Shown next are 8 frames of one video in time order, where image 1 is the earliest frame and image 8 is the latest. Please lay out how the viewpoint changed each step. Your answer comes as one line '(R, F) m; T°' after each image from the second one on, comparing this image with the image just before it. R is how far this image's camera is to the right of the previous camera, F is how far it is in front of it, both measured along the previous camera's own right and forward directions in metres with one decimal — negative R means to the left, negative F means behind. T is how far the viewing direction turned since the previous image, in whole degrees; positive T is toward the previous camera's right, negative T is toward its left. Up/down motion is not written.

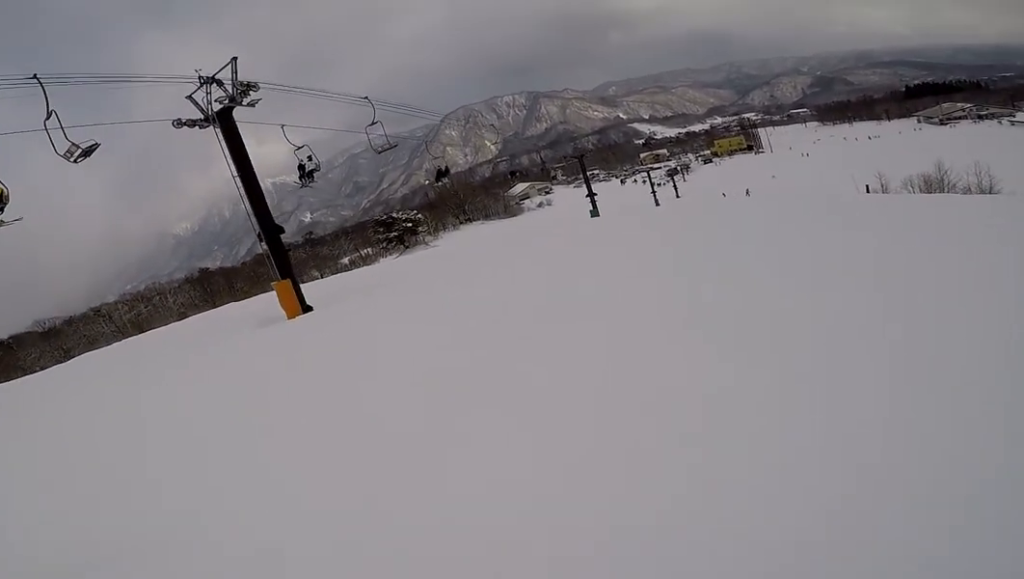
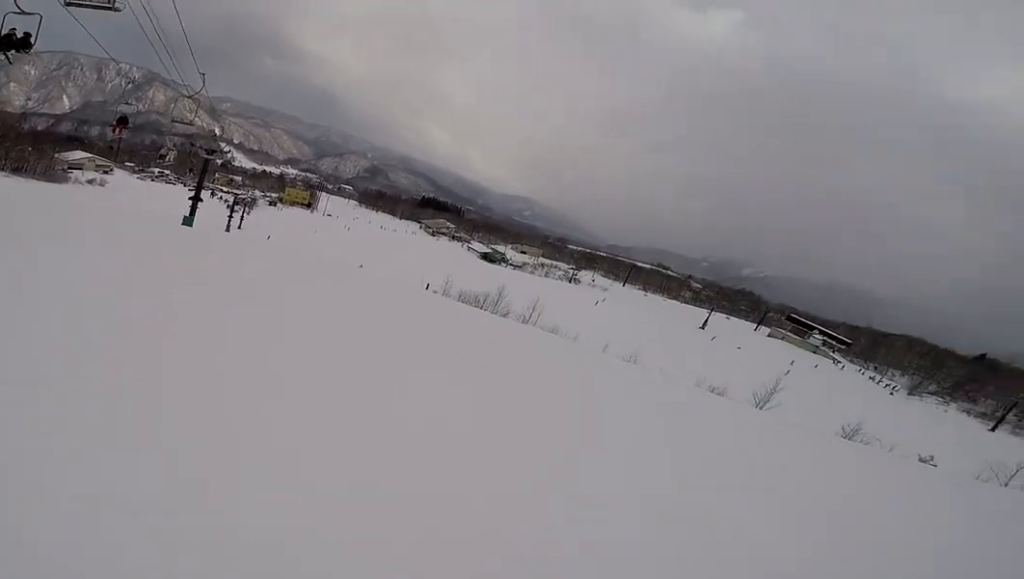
(+0.9, +11.3) m; +37°
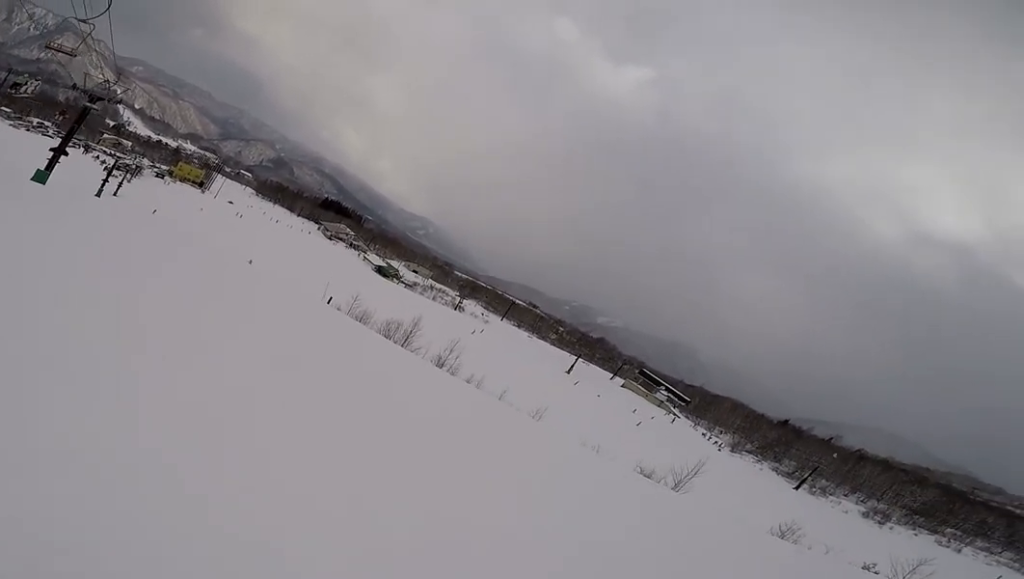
(+2.3, +6.4) m; +29°
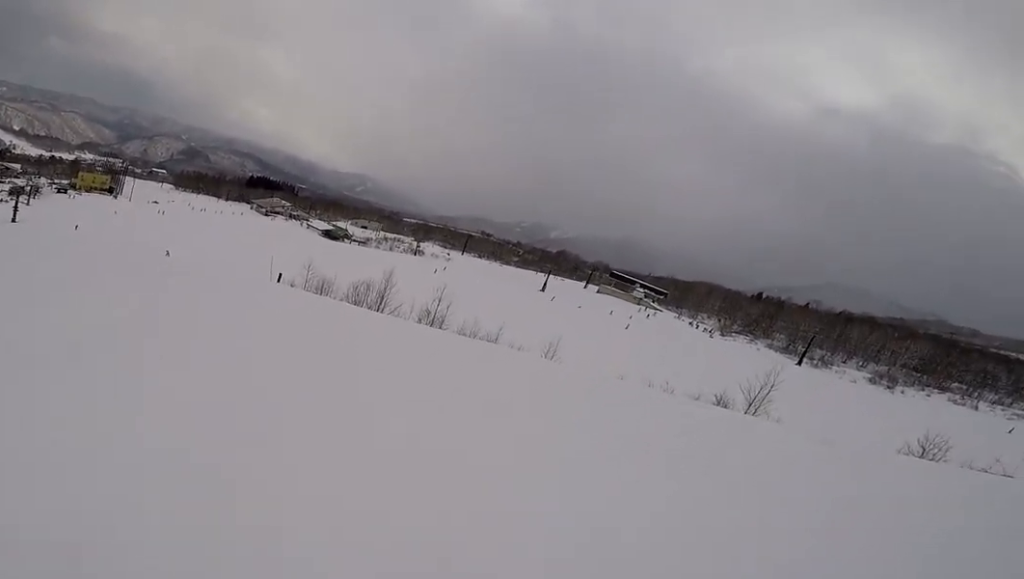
(+0.8, +5.8) m; +7°
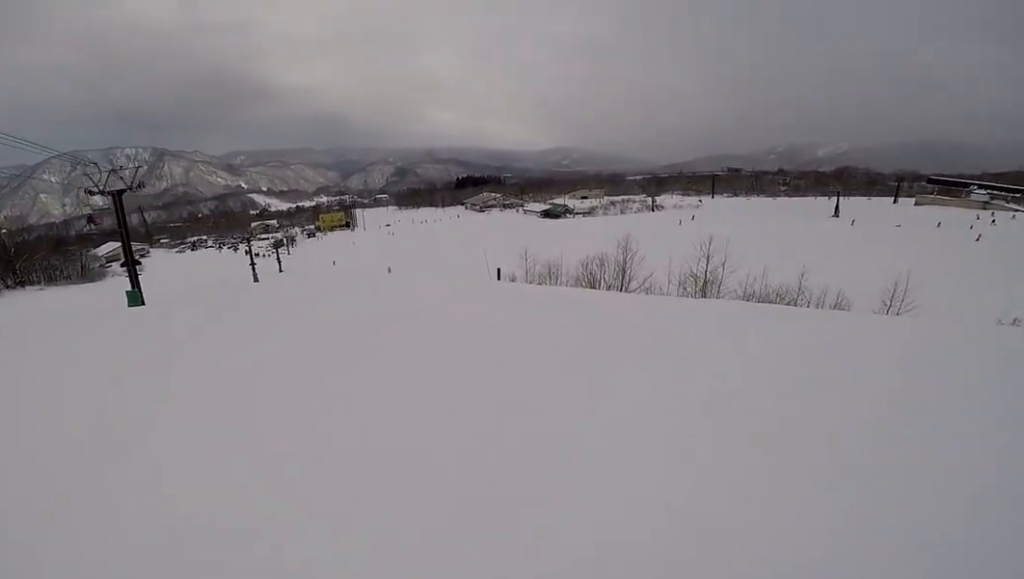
(+0.2, +4.2) m; -12°
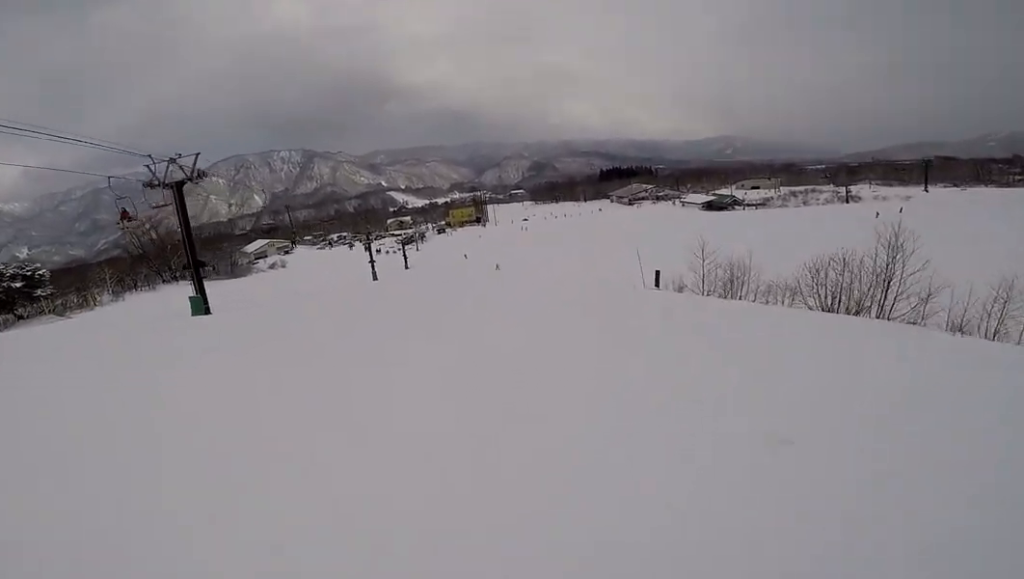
(-2.1, +7.2) m; -30°
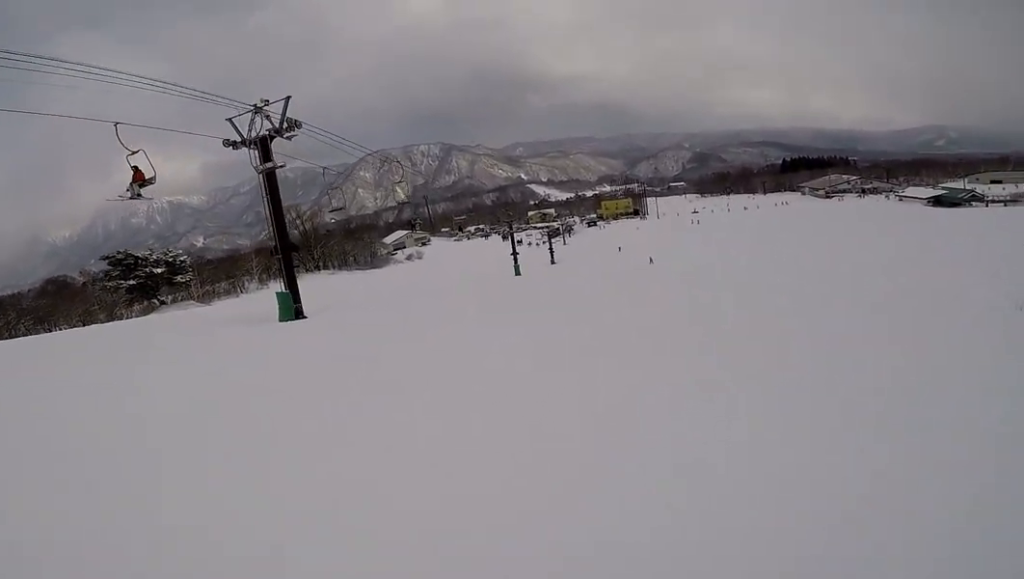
(-1.4, +8.6) m; -12°
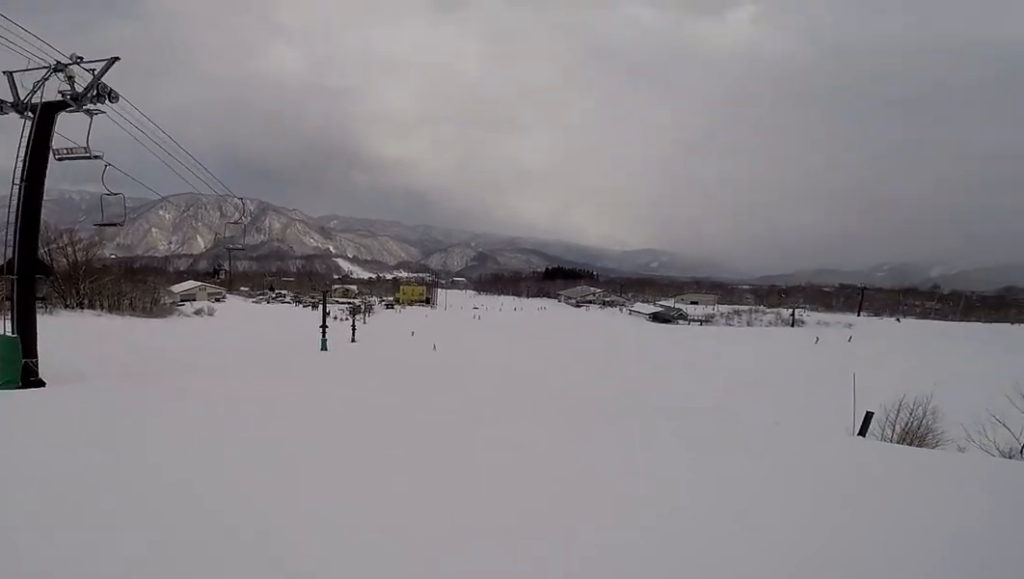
(-0.1, +5.0) m; 0°
